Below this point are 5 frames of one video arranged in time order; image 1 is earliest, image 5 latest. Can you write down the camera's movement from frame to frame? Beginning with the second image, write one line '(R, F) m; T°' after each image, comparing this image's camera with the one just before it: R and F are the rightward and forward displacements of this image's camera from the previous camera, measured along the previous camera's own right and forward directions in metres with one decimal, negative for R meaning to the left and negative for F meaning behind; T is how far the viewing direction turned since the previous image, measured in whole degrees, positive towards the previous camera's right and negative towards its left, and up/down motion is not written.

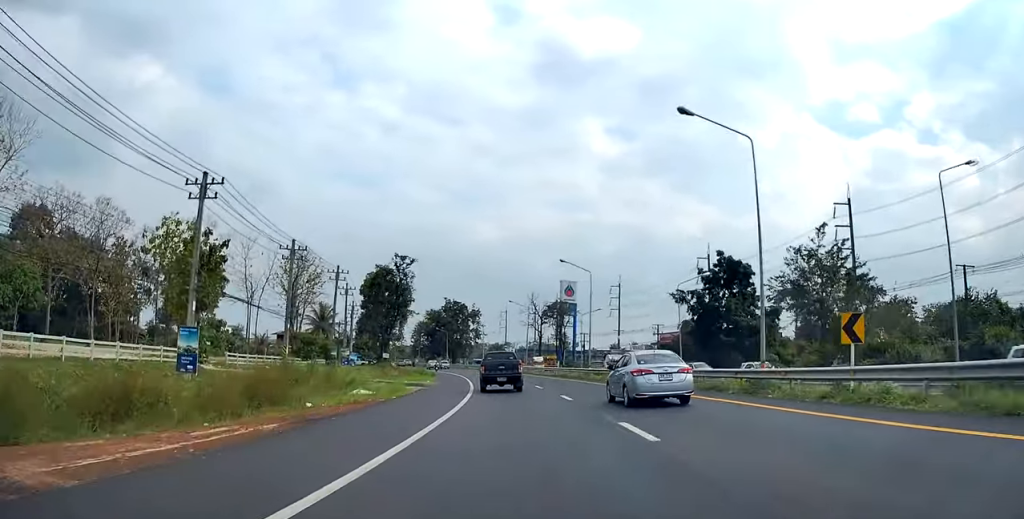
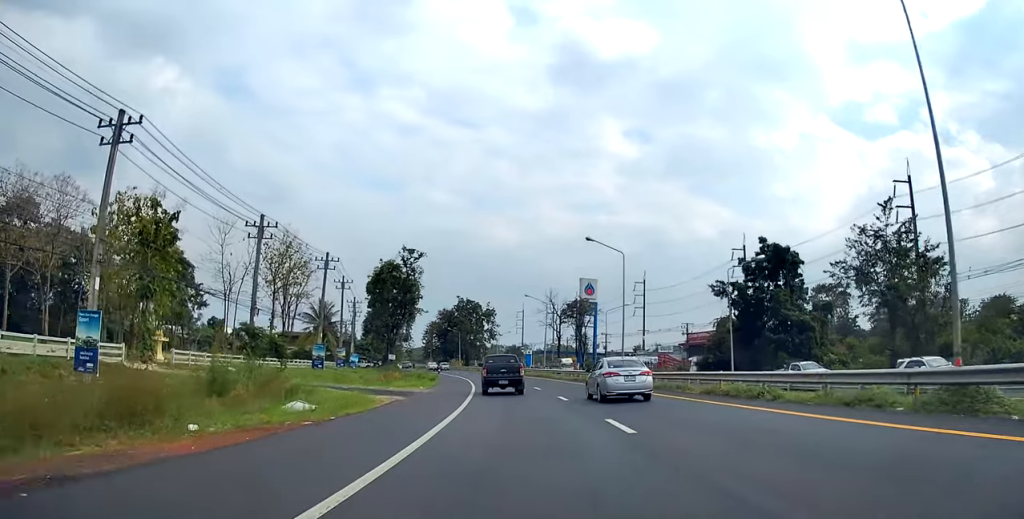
(+0.2, +10.4) m; -1°
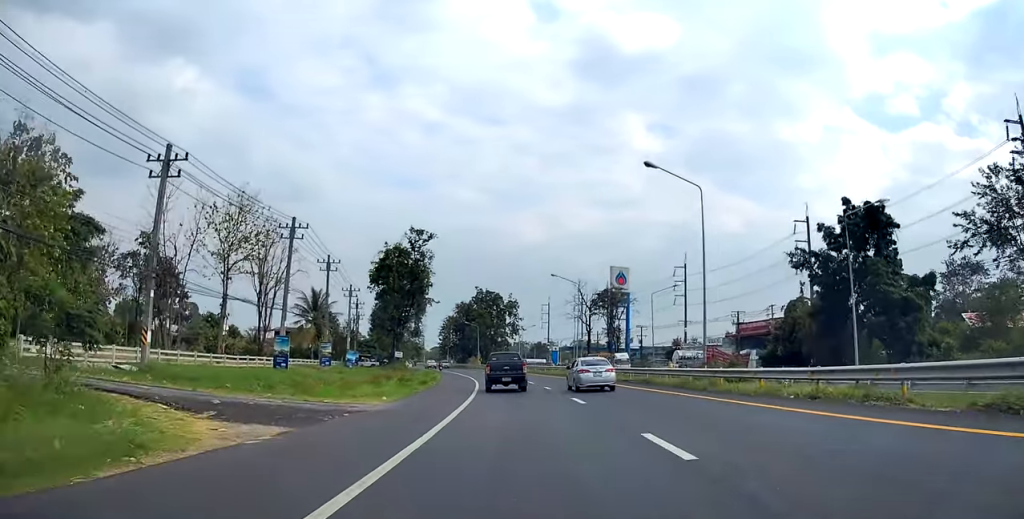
(-0.5, +16.0) m; -4°
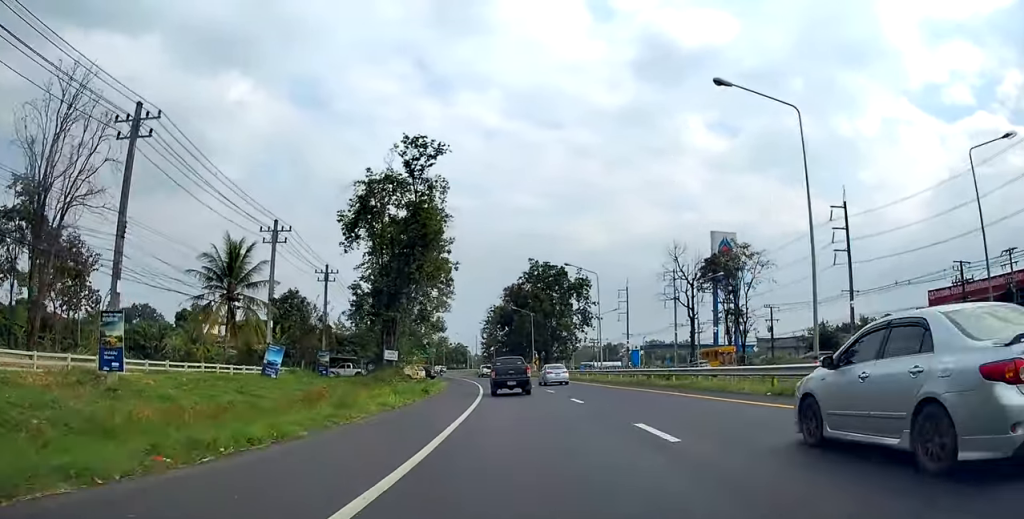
(-4.2, +41.0) m; -11°
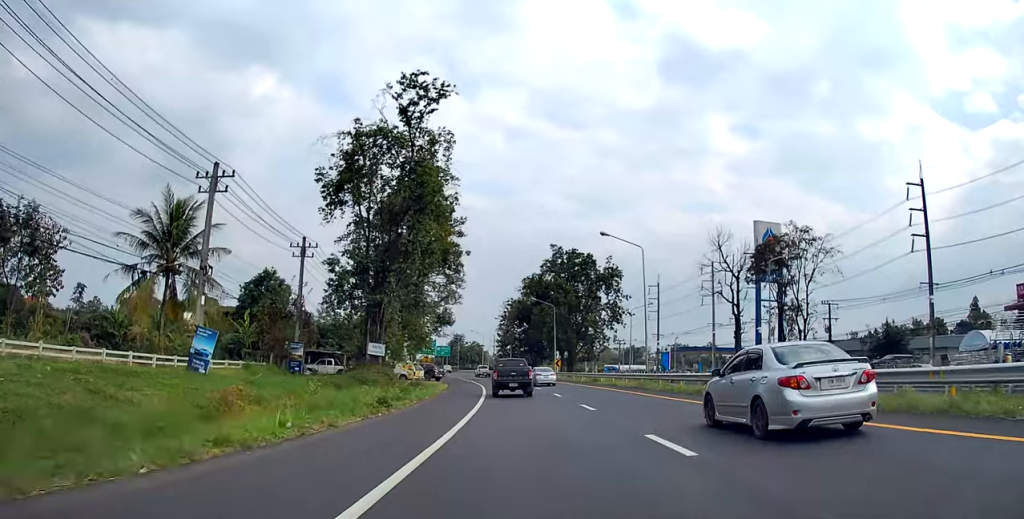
(-0.4, +12.5) m; -3°
